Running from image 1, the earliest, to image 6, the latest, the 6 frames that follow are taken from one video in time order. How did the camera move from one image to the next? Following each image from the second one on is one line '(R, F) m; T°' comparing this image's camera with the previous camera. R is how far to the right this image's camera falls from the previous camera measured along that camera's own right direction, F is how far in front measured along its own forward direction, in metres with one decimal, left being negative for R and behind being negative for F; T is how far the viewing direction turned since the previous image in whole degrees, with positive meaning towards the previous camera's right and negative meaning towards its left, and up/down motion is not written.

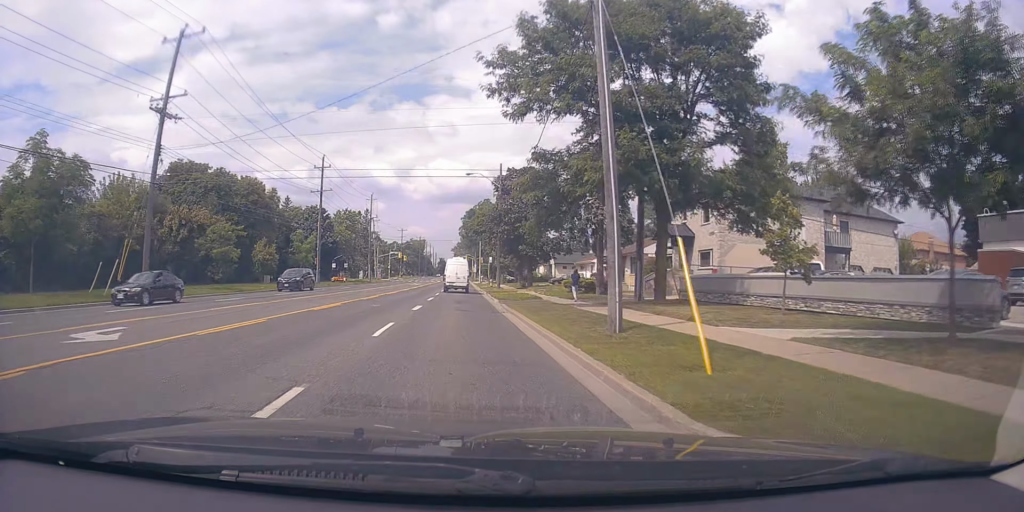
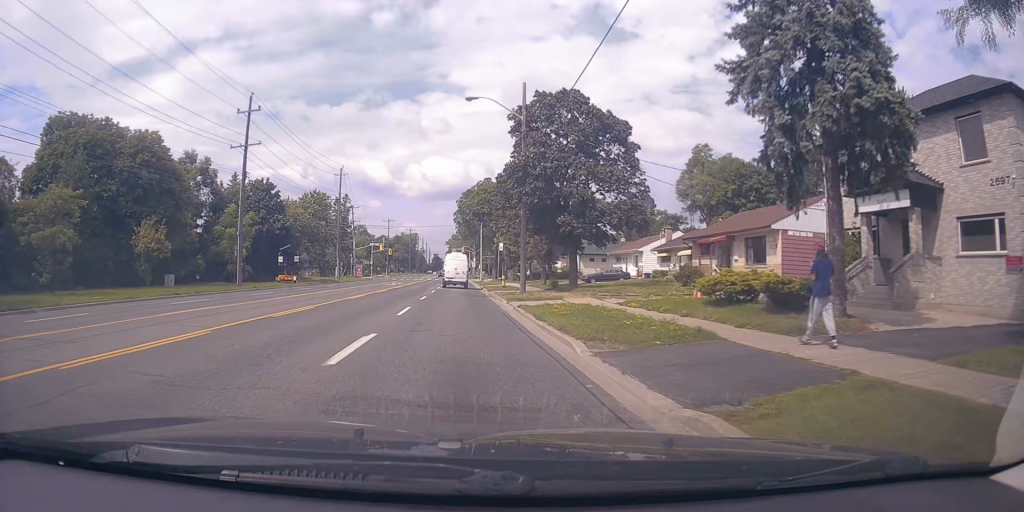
(+0.4, +22.4) m; +1°
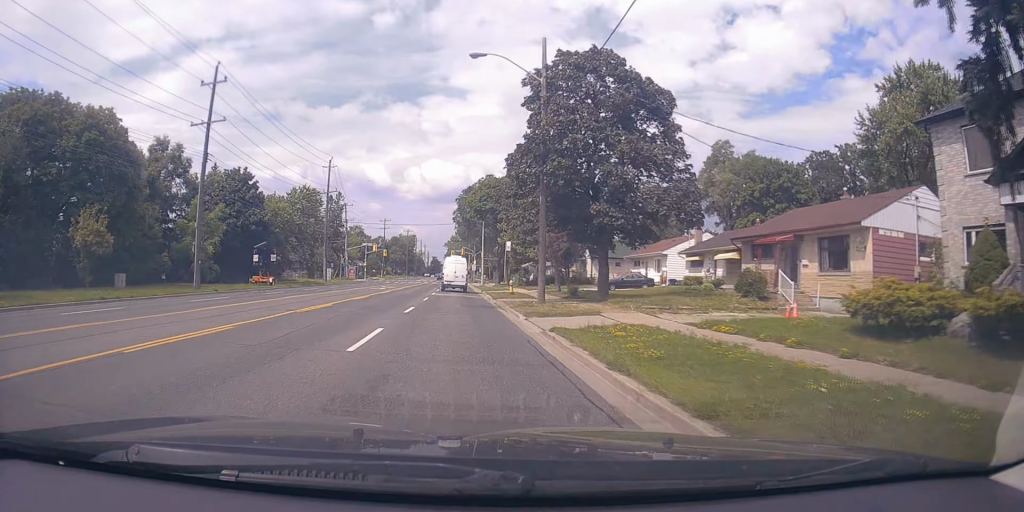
(+0.1, +7.0) m; -1°
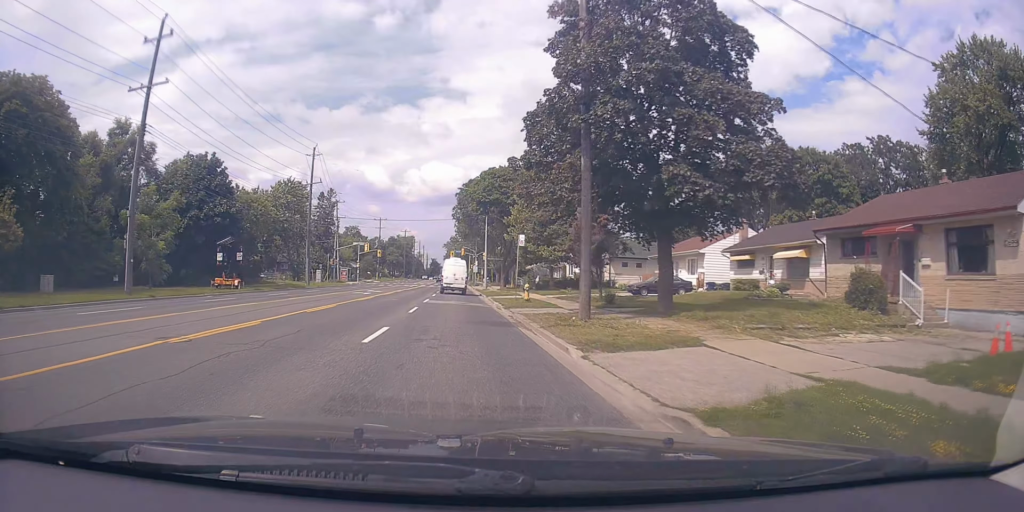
(-0.2, +8.0) m; 0°
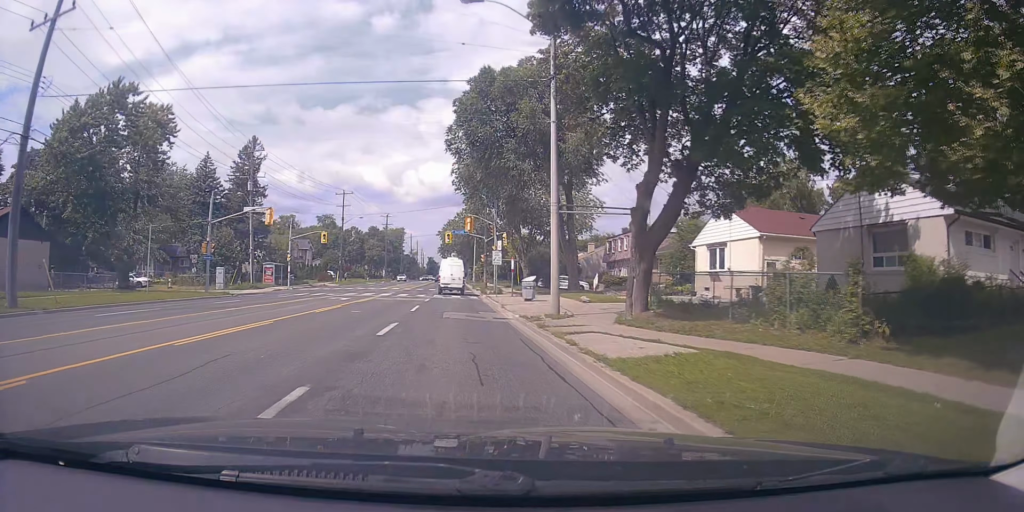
(+0.6, +44.1) m; +1°
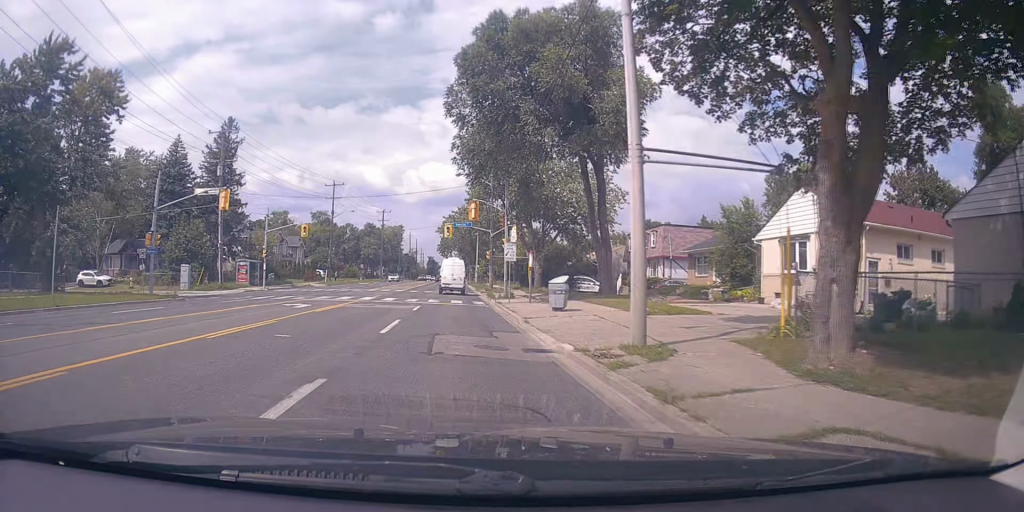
(0.0, +8.6) m; 0°
